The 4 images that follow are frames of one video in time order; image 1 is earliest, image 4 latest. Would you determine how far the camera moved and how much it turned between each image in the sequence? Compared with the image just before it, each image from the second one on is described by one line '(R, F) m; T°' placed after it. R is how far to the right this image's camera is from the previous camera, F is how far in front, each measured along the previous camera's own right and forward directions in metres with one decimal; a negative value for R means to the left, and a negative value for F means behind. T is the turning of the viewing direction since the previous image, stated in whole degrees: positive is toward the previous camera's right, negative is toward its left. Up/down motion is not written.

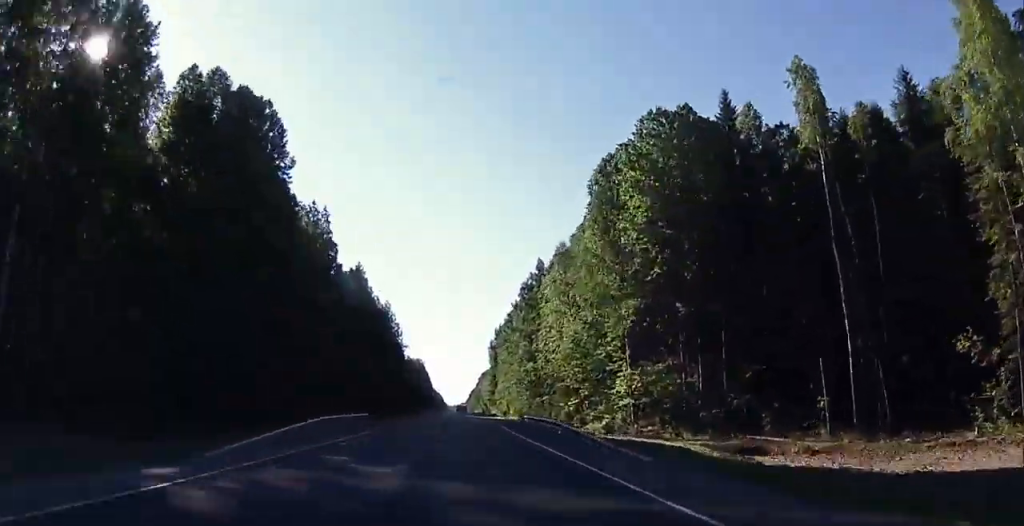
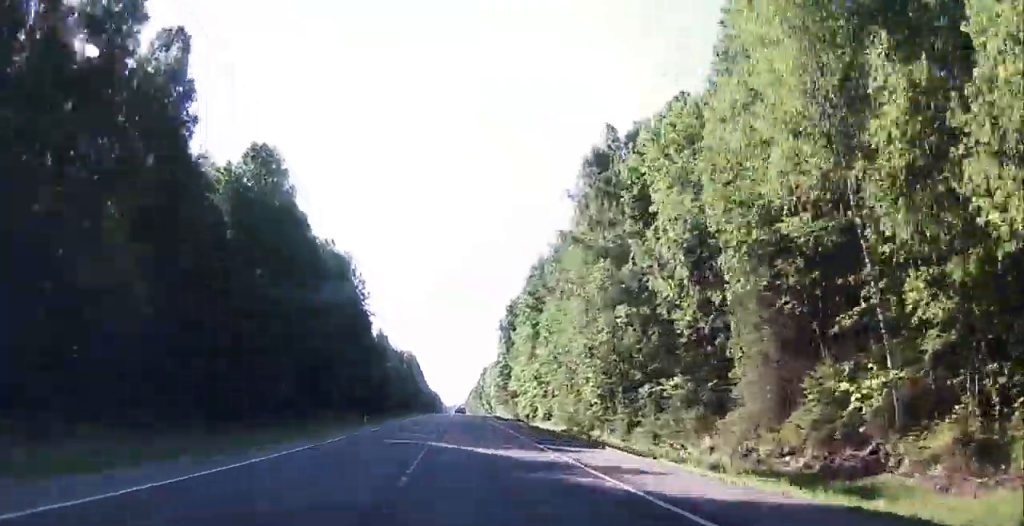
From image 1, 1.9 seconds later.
(+2.9, +55.2) m; +5°
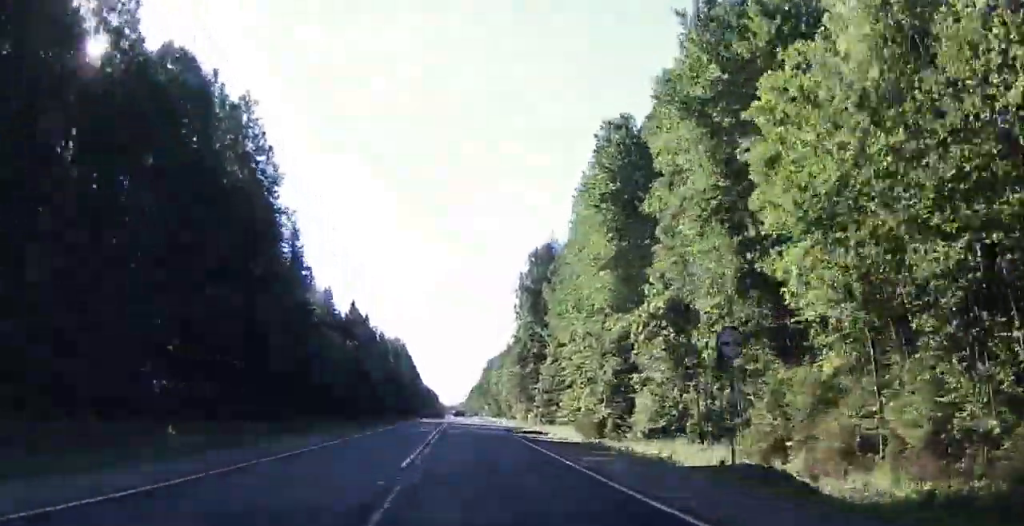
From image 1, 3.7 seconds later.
(+0.2, +53.1) m; 0°
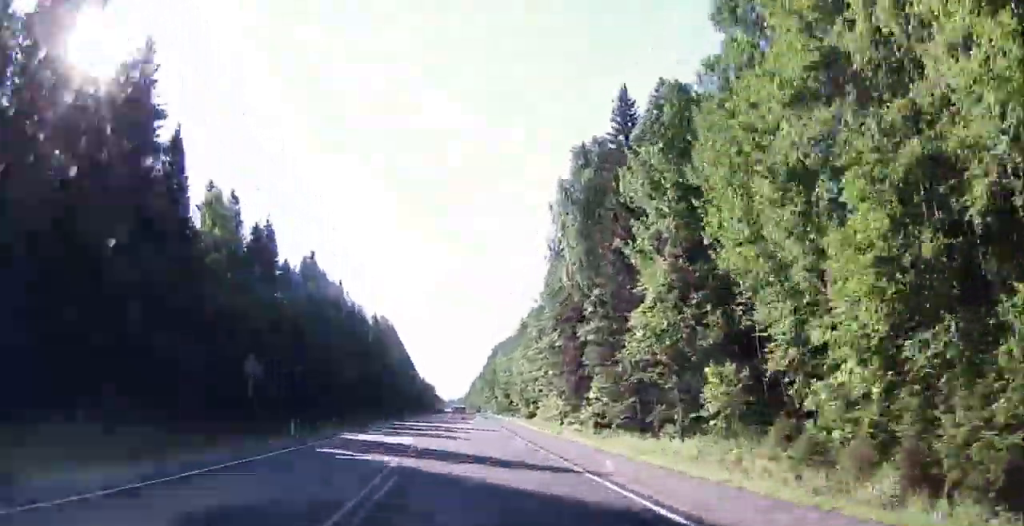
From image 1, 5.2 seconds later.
(0.0, +43.8) m; 0°
